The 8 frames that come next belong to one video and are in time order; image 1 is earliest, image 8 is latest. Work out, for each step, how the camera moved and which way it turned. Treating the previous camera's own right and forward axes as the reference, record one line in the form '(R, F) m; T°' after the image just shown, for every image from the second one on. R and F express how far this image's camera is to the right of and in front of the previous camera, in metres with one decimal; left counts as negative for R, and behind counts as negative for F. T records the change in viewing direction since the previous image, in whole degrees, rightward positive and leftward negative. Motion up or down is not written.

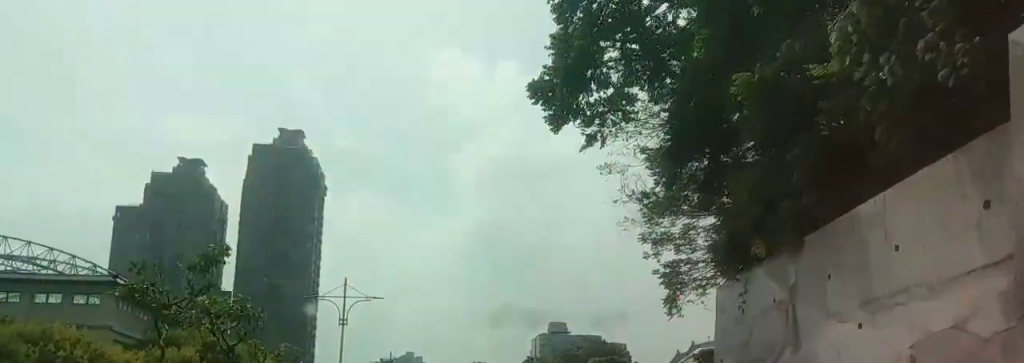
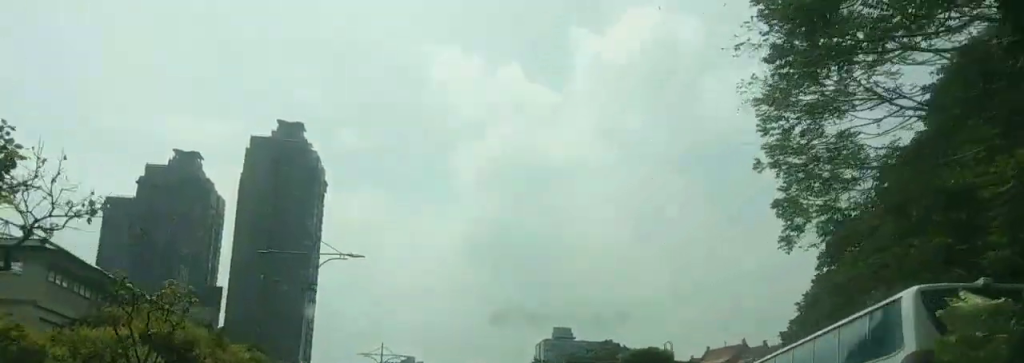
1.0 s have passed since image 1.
(-0.3, +11.2) m; -1°
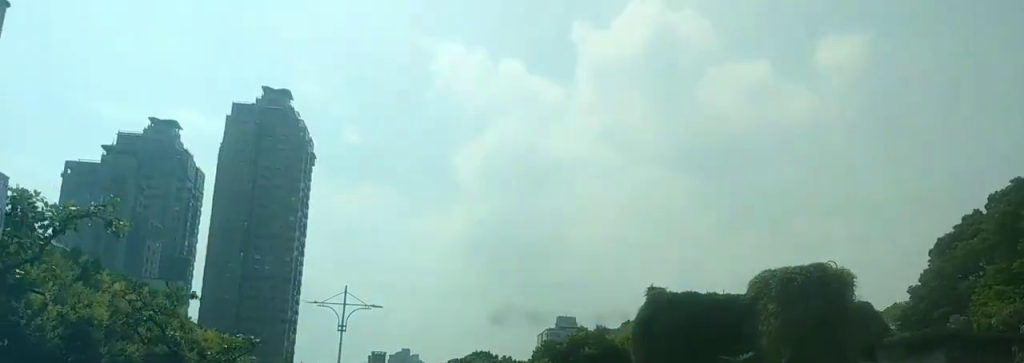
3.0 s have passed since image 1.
(+0.7, +21.9) m; +3°
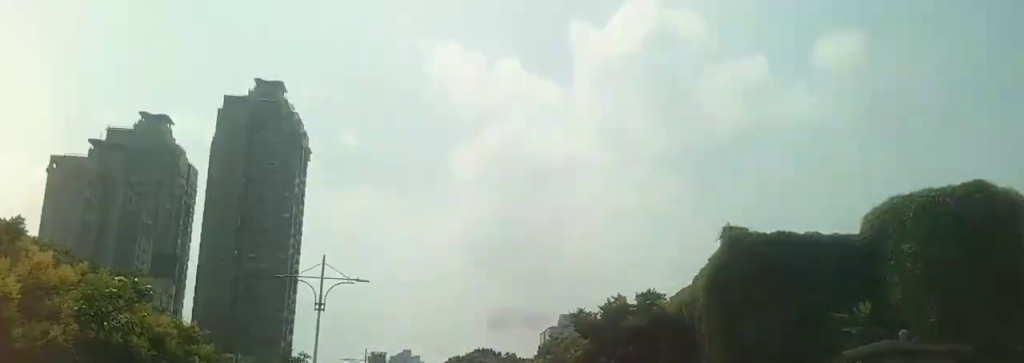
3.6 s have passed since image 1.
(0.0, +7.6) m; 0°
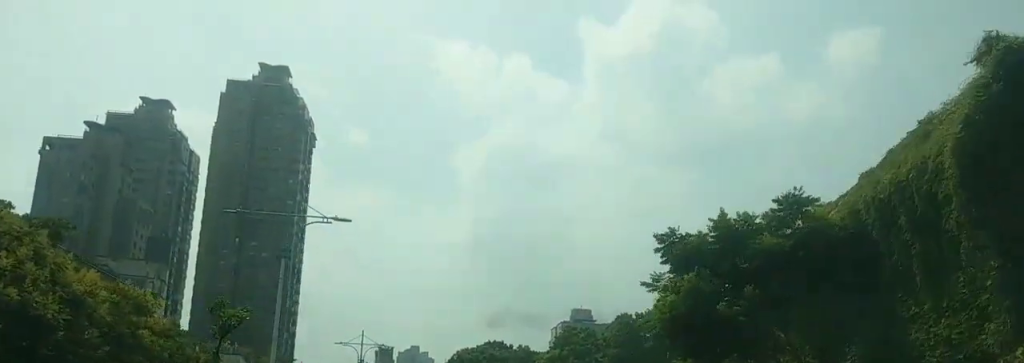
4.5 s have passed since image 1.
(0.0, +9.8) m; -1°
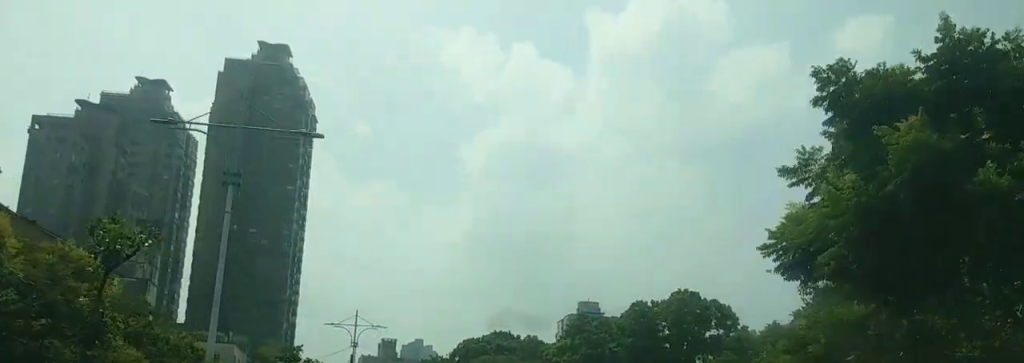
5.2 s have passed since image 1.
(-0.2, +7.1) m; 0°
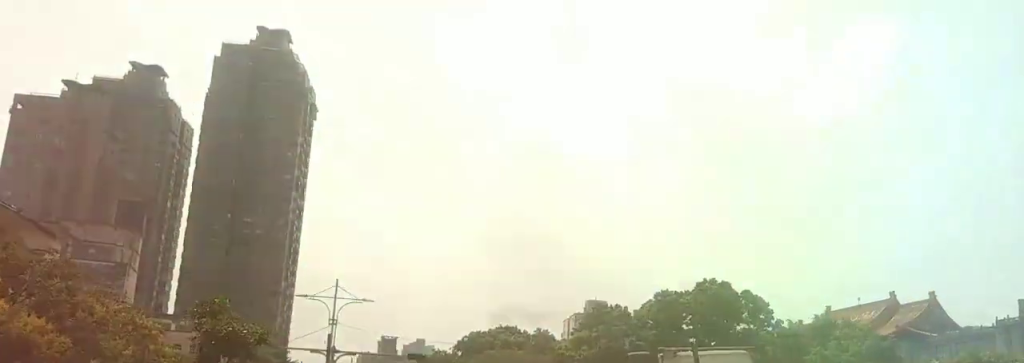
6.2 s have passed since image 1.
(+0.2, +11.1) m; +1°
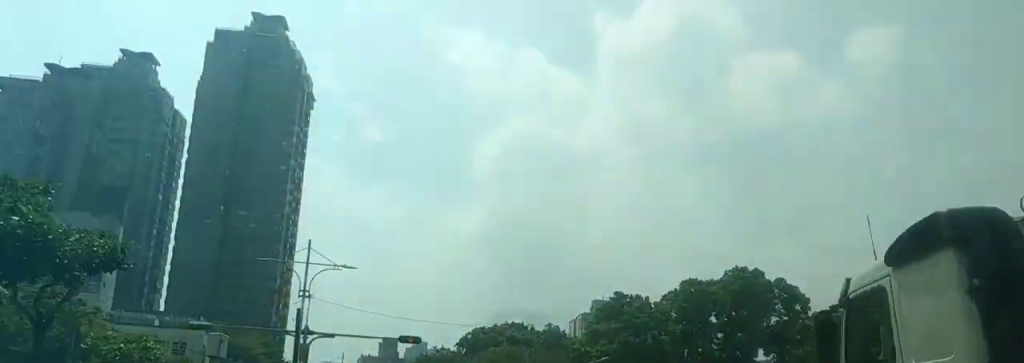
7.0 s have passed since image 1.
(+0.1, +9.3) m; 0°
